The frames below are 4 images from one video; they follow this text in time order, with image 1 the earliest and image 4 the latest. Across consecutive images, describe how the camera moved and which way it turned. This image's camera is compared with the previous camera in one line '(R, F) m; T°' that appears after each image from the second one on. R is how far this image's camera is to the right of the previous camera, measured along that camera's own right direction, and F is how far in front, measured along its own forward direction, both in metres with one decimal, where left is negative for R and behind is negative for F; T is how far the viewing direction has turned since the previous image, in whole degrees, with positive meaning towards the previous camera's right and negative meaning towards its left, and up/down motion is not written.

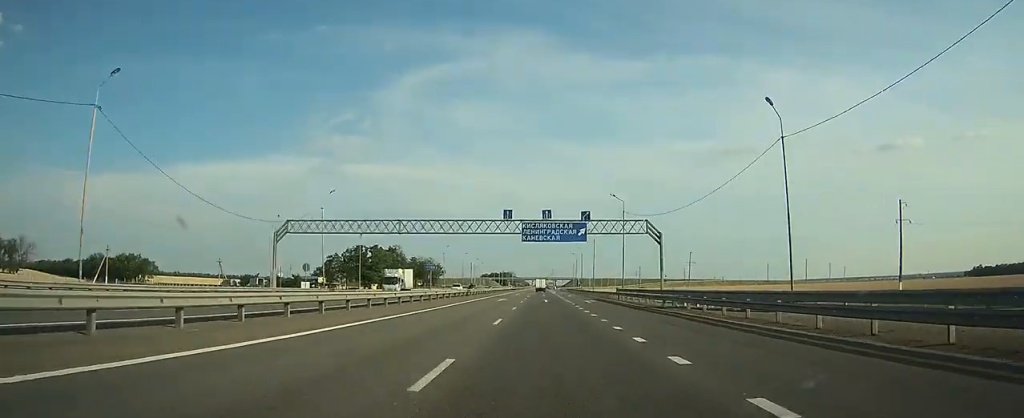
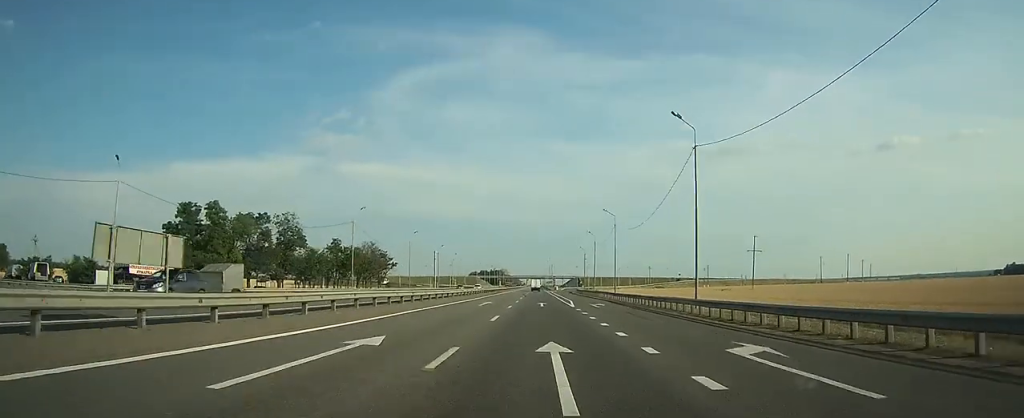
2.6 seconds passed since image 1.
(-0.2, +70.1) m; 0°
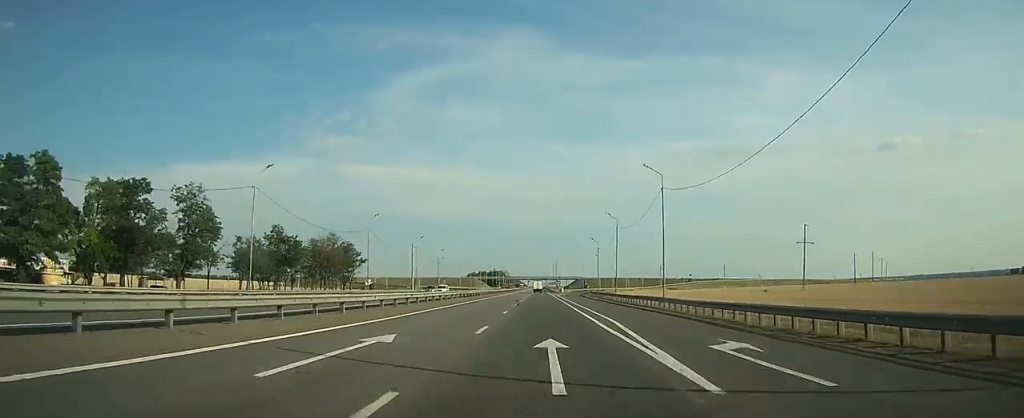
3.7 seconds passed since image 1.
(0.0, +28.9) m; 0°
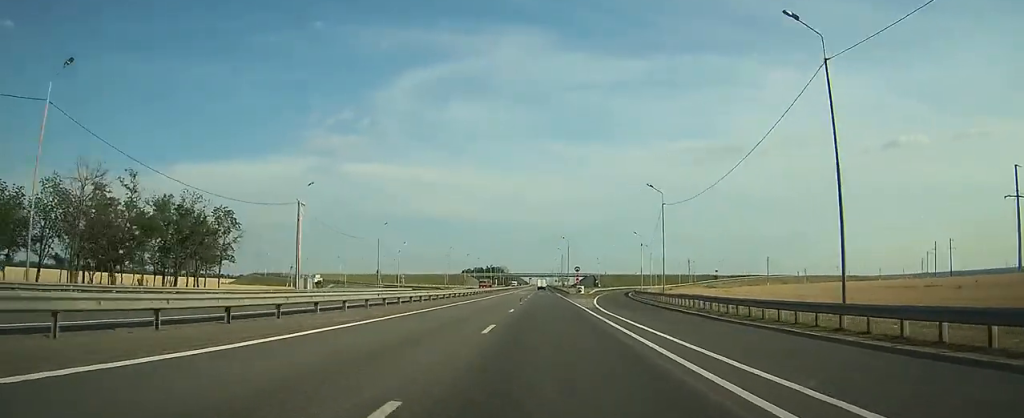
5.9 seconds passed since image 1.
(-0.1, +60.8) m; 0°
